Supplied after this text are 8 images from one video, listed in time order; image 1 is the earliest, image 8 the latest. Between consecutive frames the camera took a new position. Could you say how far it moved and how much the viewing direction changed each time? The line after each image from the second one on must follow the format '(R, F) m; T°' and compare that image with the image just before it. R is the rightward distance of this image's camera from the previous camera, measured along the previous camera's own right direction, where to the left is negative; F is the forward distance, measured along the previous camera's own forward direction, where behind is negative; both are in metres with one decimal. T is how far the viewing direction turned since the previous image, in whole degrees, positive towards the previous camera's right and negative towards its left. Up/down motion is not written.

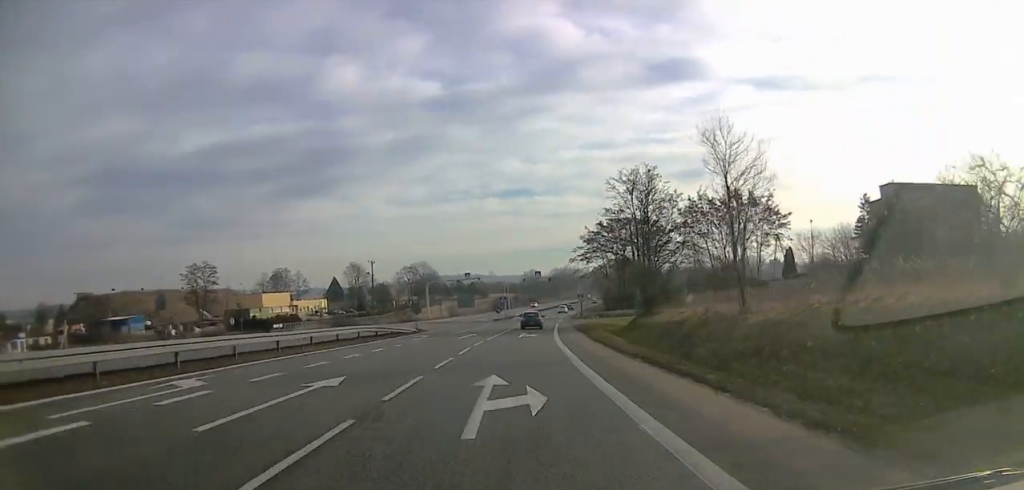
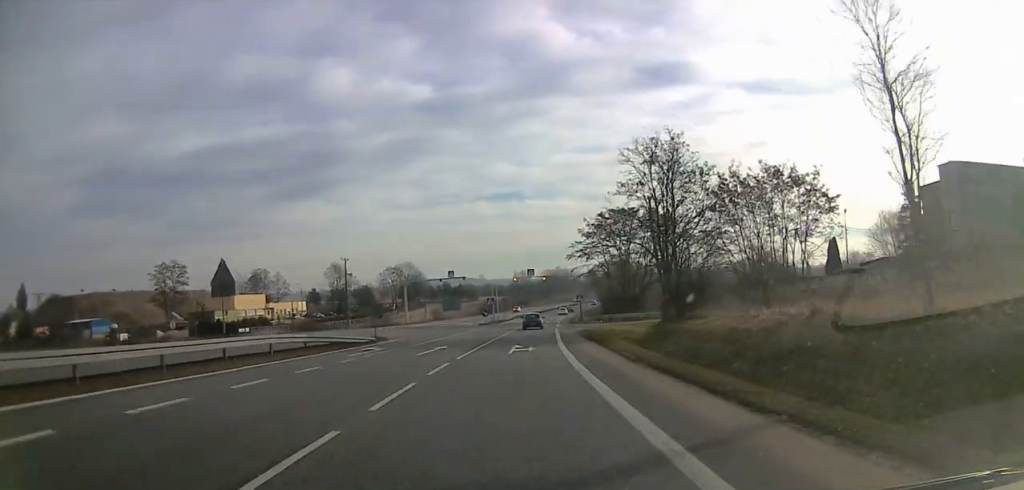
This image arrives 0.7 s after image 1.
(0.0, +12.8) m; 0°
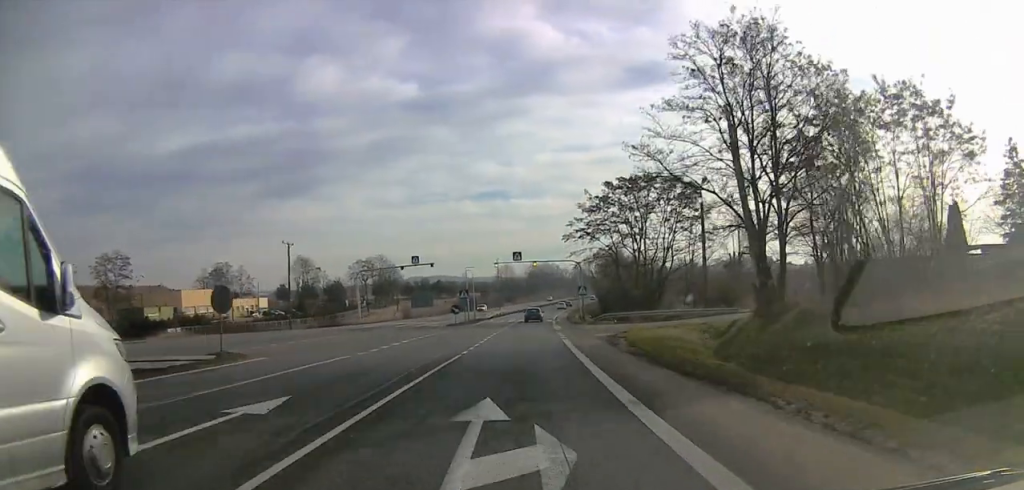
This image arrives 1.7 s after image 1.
(0.0, +21.0) m; +3°
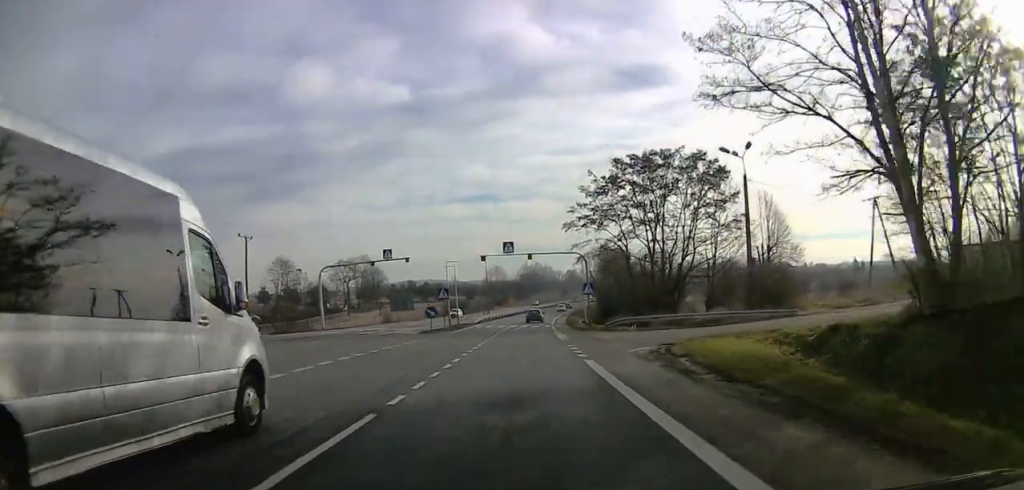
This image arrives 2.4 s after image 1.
(+0.5, +12.9) m; +1°
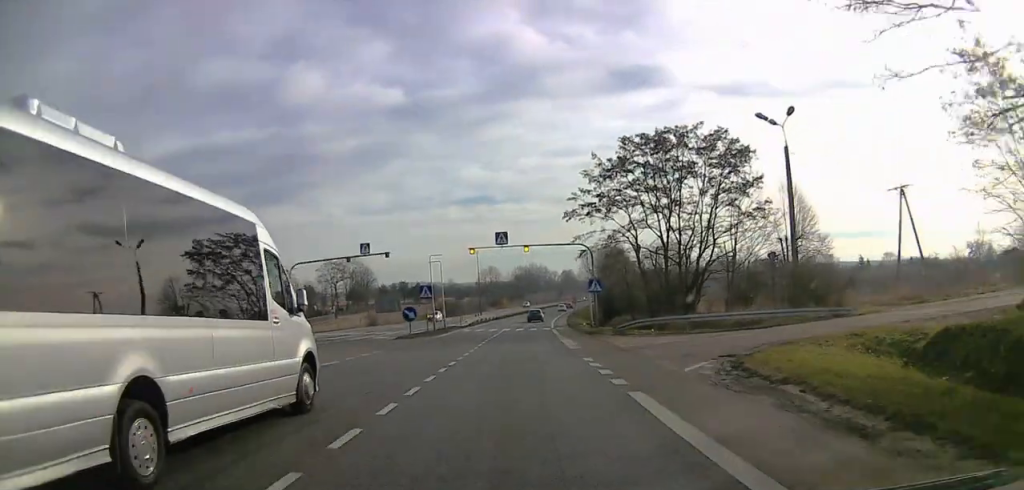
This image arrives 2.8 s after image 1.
(+0.5, +8.3) m; 0°
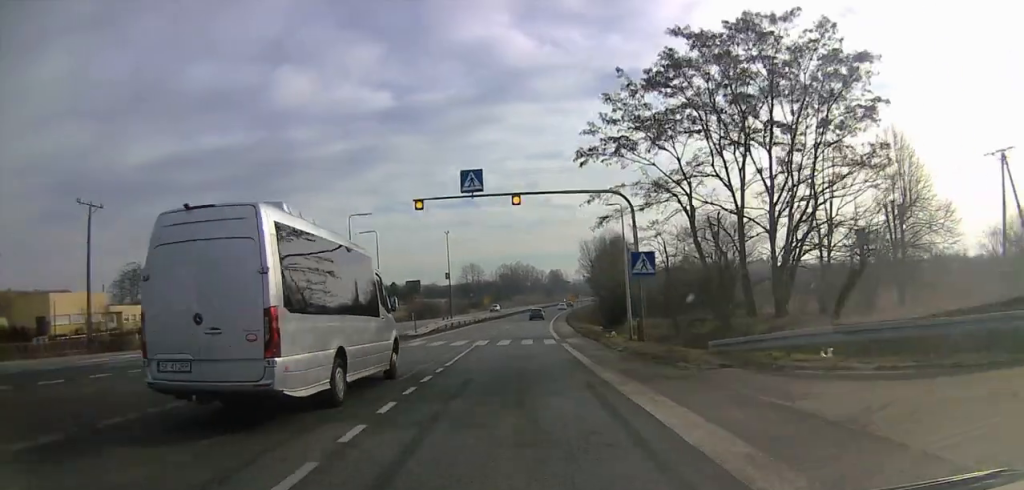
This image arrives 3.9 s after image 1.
(-0.7, +23.8) m; +1°
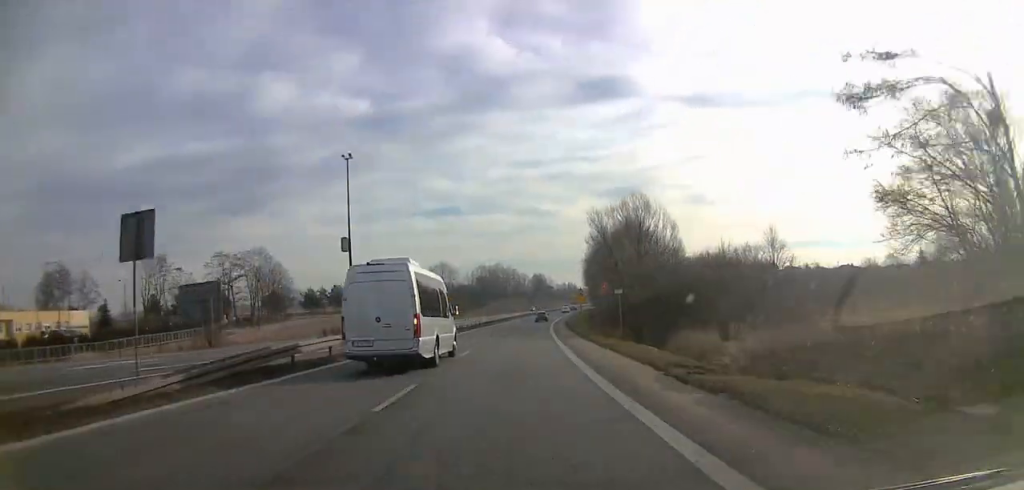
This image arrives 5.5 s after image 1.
(+1.9, +35.5) m; +3°
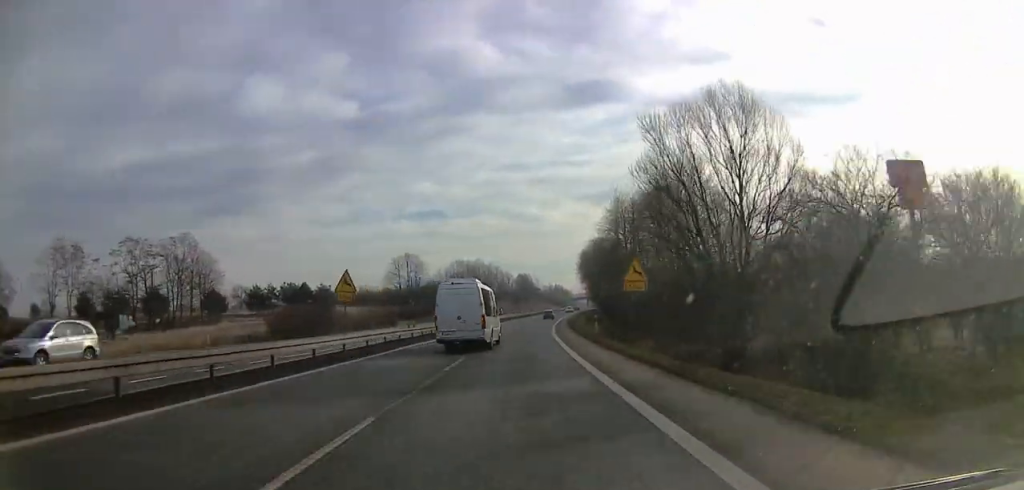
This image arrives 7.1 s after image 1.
(+0.1, +29.9) m; +1°
